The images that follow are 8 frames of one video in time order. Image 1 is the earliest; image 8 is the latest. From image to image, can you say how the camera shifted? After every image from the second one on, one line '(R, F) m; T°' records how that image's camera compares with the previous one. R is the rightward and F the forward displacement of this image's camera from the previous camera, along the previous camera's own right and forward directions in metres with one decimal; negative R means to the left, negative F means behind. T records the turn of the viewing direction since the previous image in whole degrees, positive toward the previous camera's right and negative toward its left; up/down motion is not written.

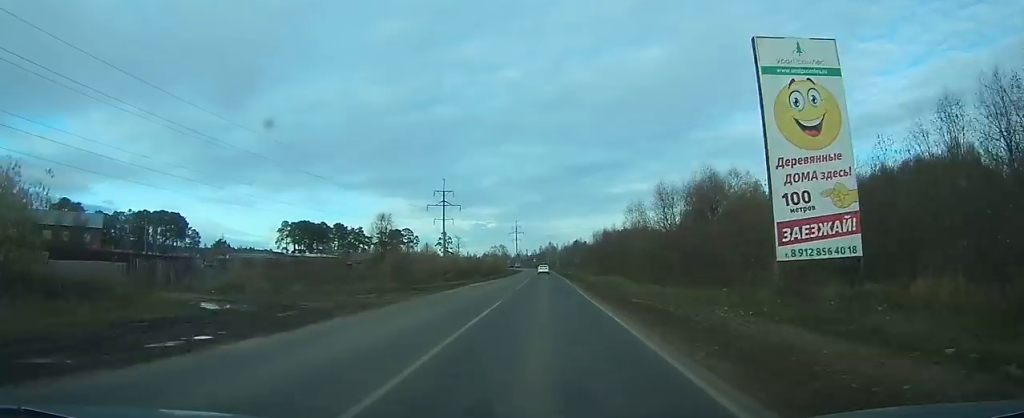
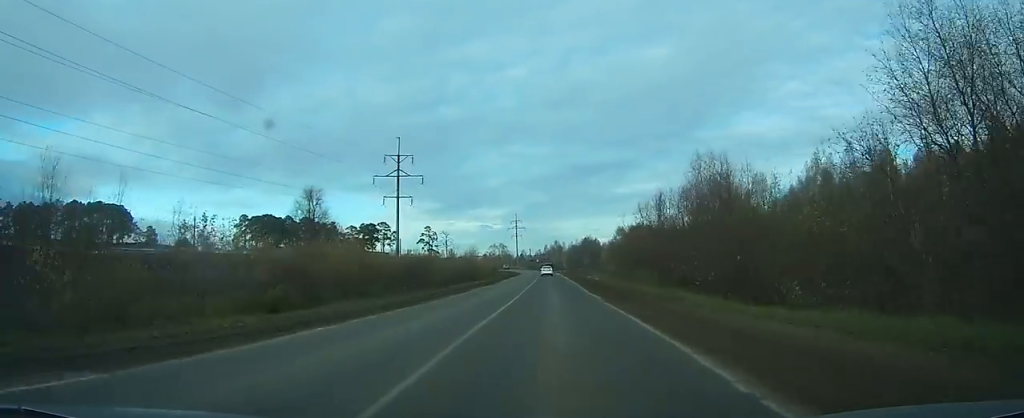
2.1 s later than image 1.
(-0.1, +44.0) m; 0°
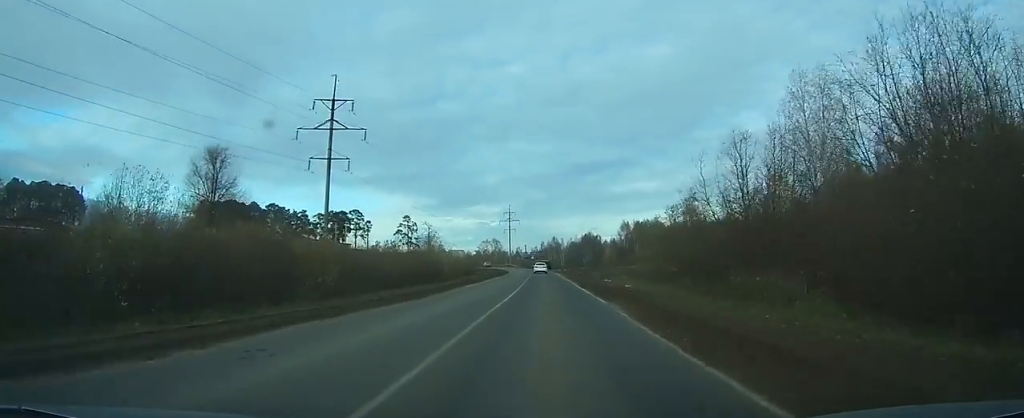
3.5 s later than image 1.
(-0.1, +26.6) m; 0°
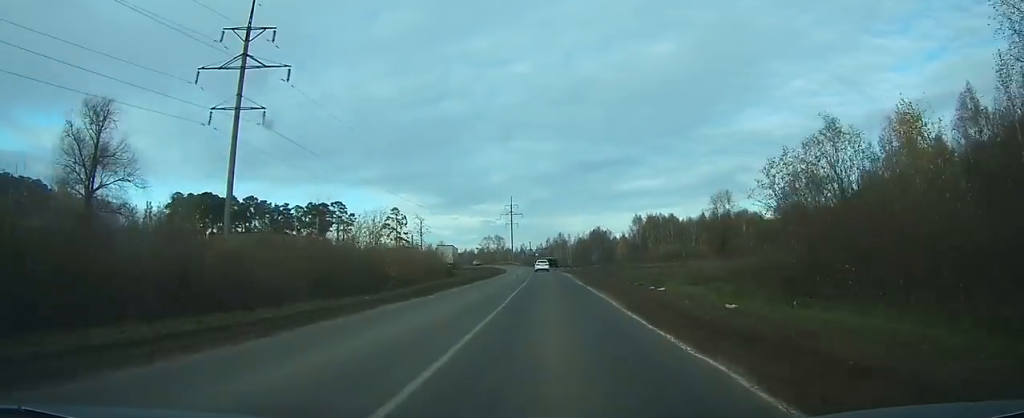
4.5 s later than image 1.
(0.0, +19.6) m; 0°
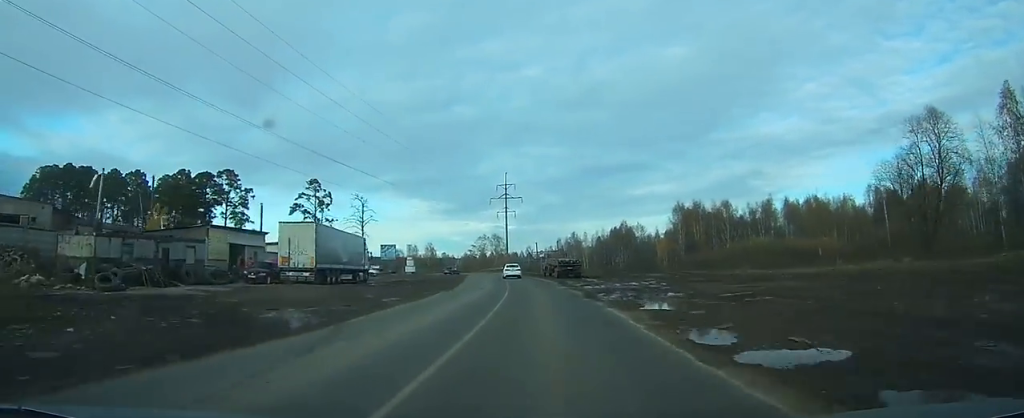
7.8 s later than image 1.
(-0.1, +62.4) m; -1°
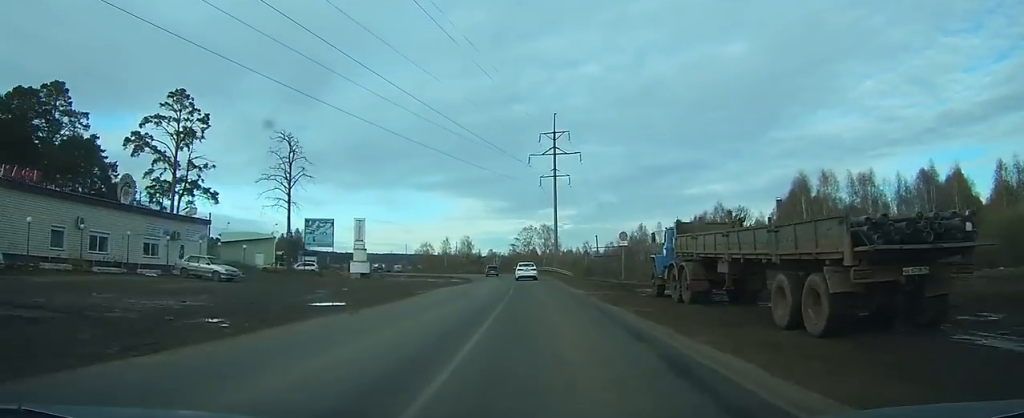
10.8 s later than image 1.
(-1.3, +51.7) m; -4°
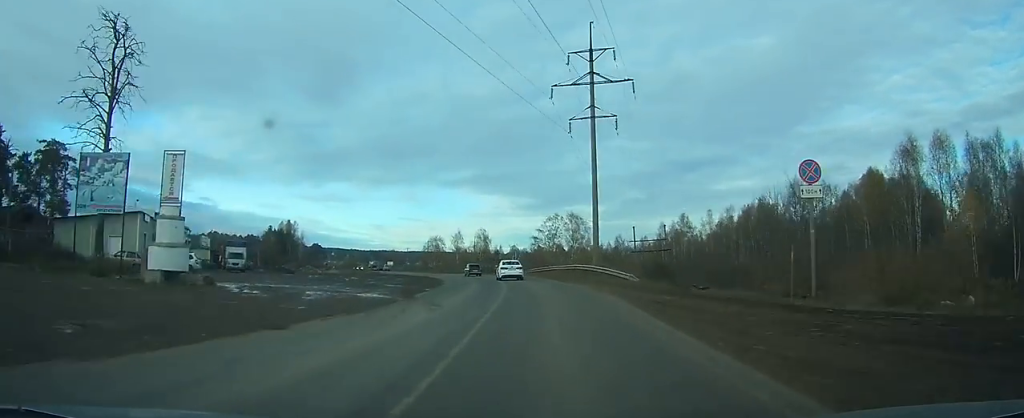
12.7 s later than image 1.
(-0.9, +31.4) m; -3°
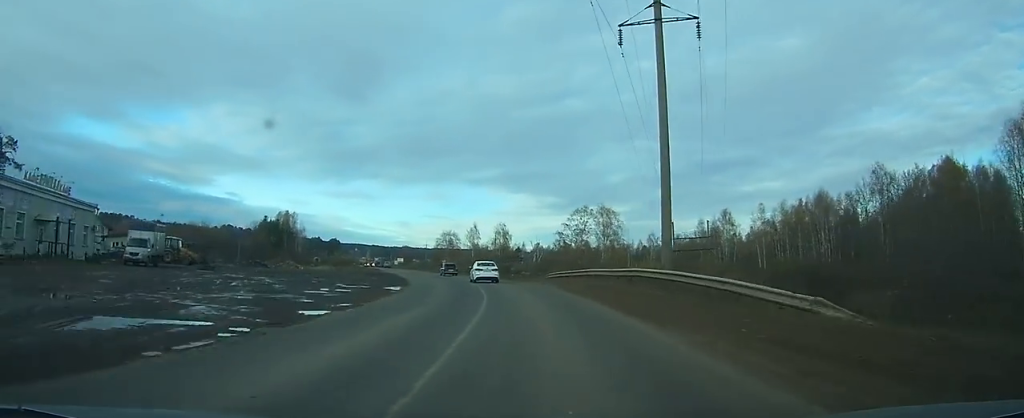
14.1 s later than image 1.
(-0.3, +21.9) m; -3°
